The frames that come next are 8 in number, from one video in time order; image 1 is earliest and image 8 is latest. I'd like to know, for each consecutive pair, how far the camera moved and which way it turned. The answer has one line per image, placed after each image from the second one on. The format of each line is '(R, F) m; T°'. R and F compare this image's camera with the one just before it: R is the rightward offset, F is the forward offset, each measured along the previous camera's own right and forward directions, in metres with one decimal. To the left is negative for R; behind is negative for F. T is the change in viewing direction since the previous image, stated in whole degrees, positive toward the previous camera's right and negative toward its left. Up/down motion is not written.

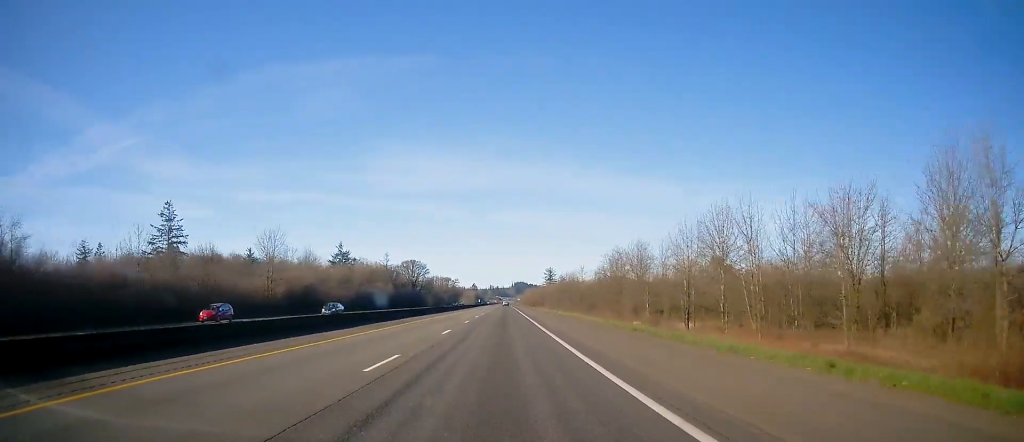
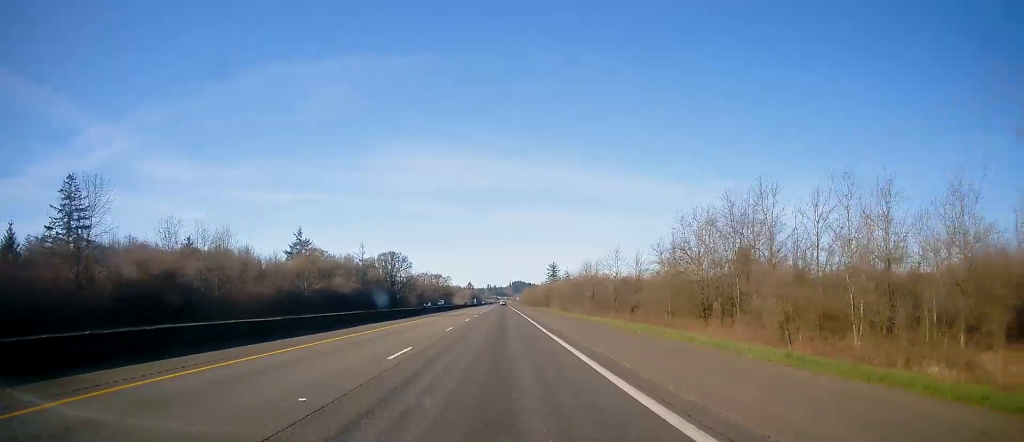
(+0.4, +46.7) m; 0°
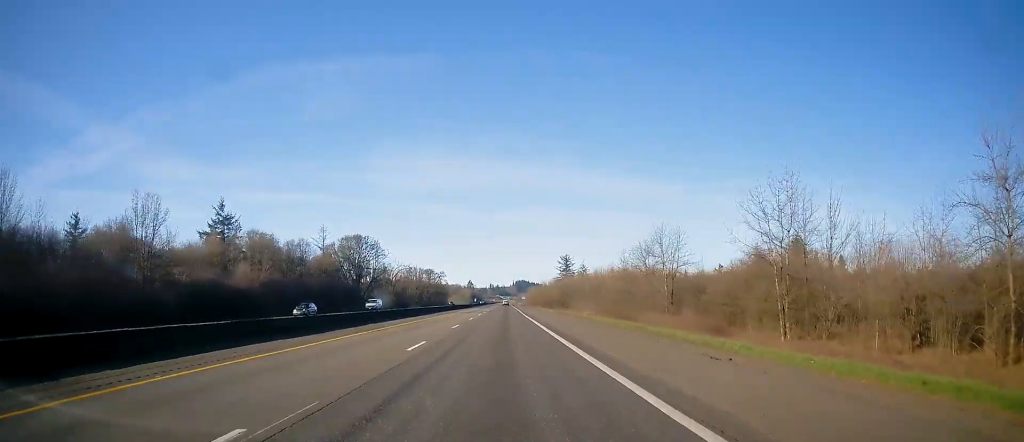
(-0.5, +58.8) m; 0°
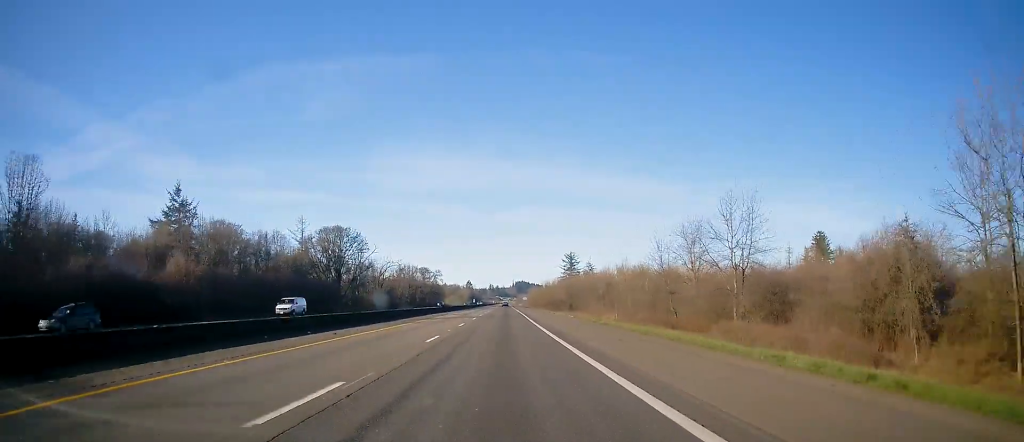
(+0.1, +21.1) m; 0°
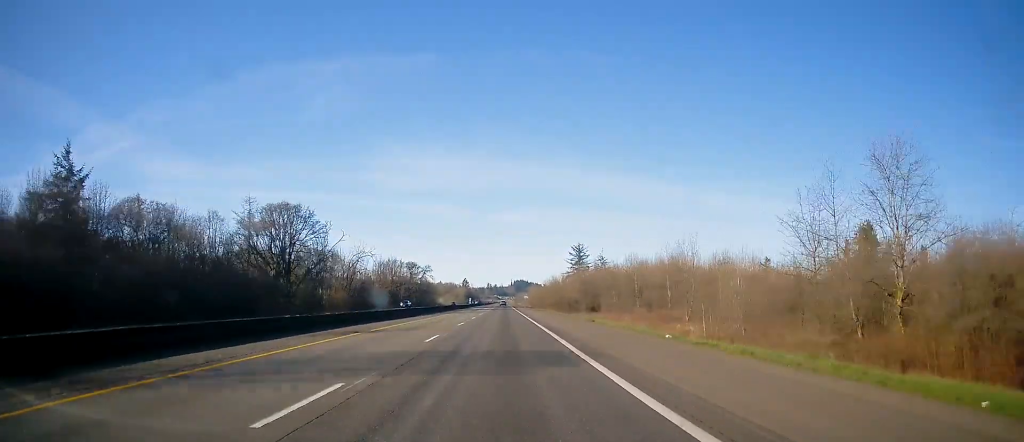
(0.0, +36.7) m; 0°
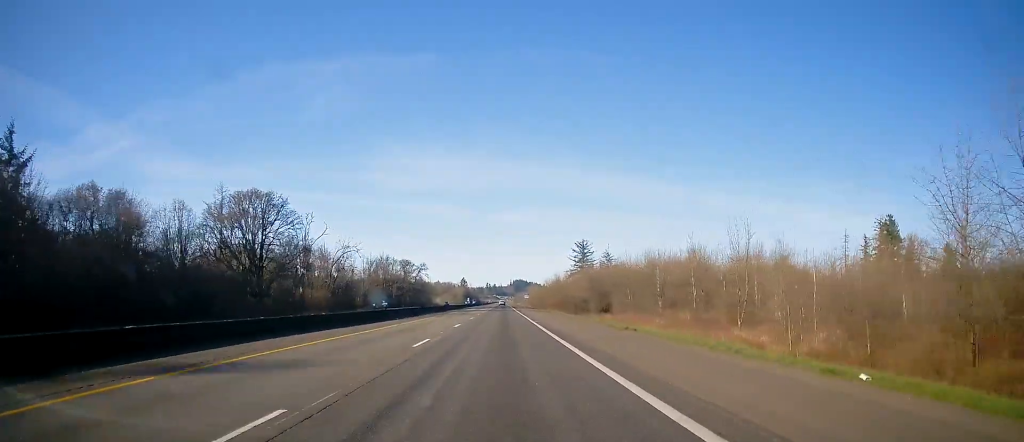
(-0.1, +14.4) m; 0°
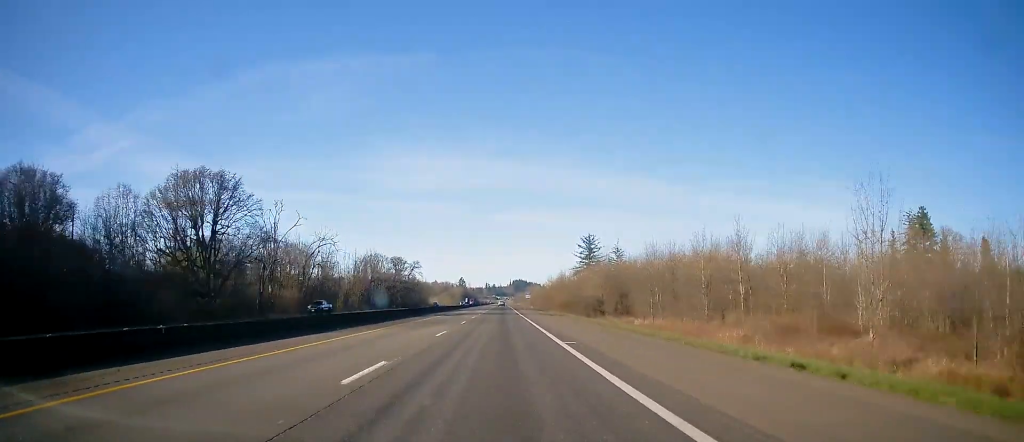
(0.0, +18.9) m; 0°
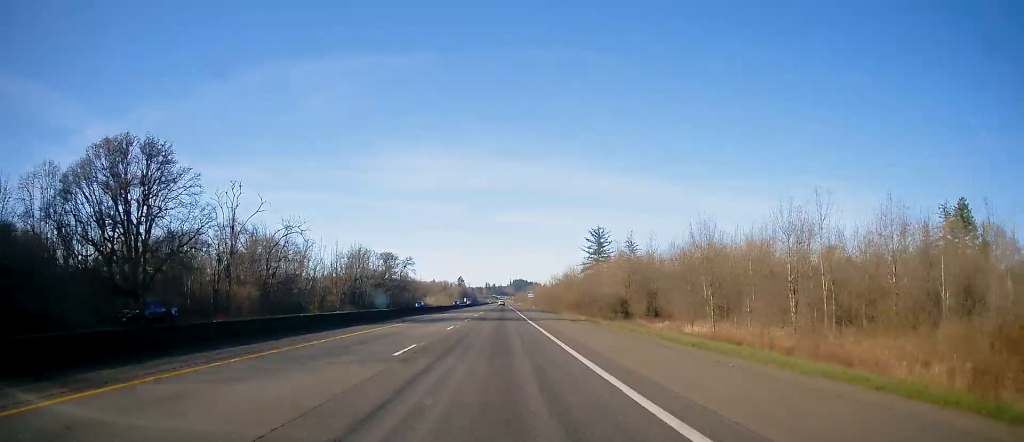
(0.0, +20.0) m; 0°
